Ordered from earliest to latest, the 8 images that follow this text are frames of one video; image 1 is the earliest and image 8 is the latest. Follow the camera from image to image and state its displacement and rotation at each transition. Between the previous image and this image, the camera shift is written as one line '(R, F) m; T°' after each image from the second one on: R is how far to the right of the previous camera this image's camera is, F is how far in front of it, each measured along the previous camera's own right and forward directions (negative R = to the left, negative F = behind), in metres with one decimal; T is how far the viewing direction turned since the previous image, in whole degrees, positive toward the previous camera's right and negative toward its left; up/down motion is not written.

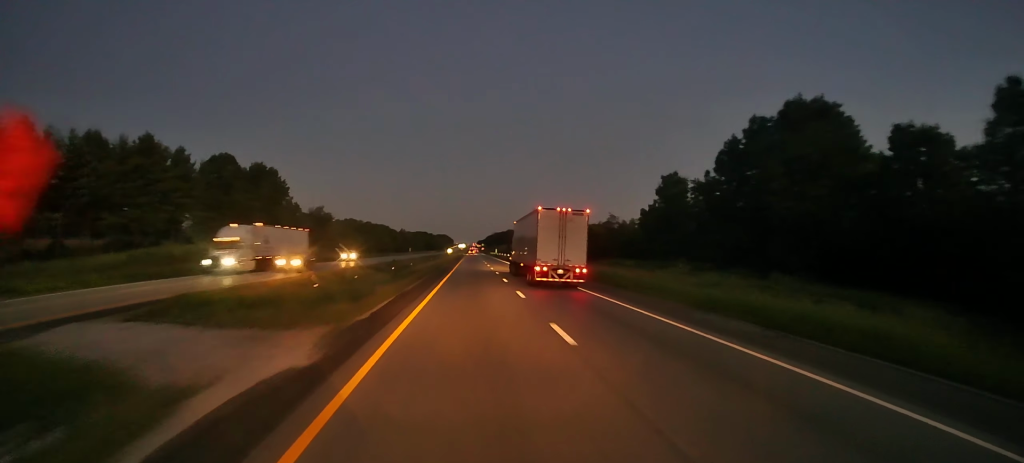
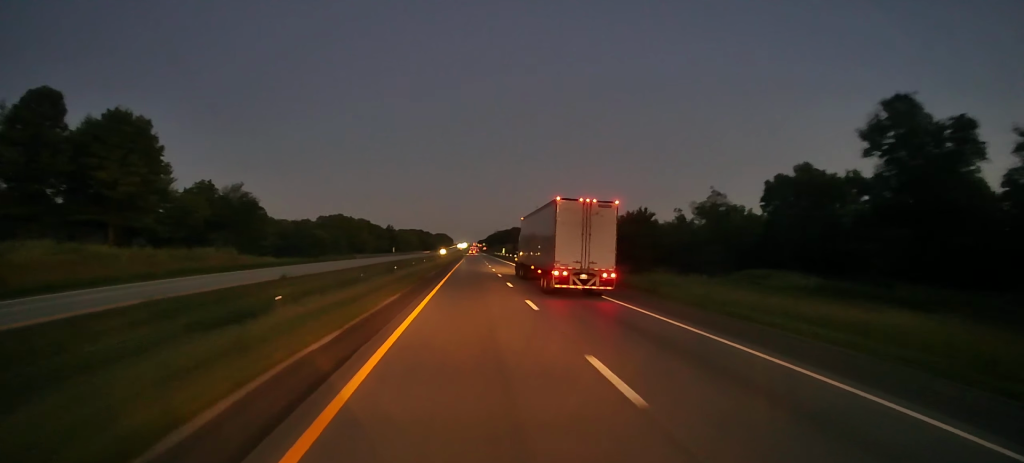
(-0.1, +53.6) m; 0°
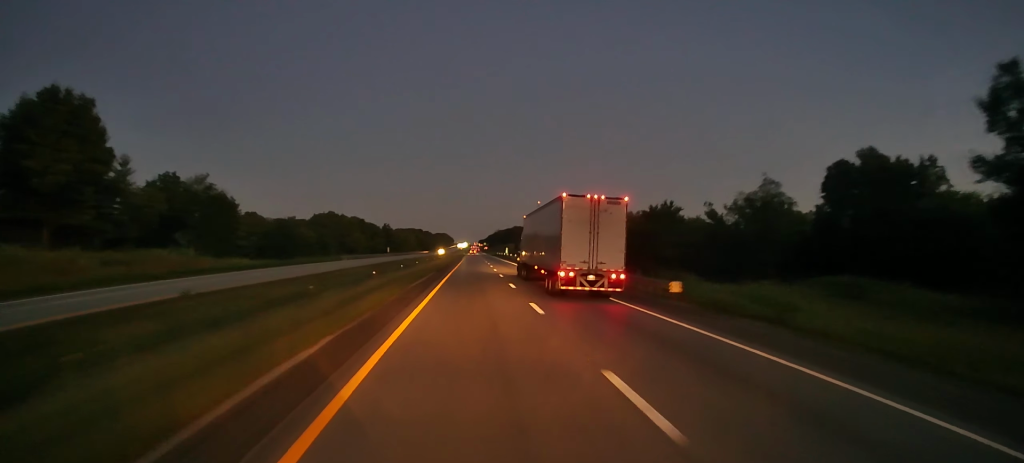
(0.0, +13.6) m; 0°
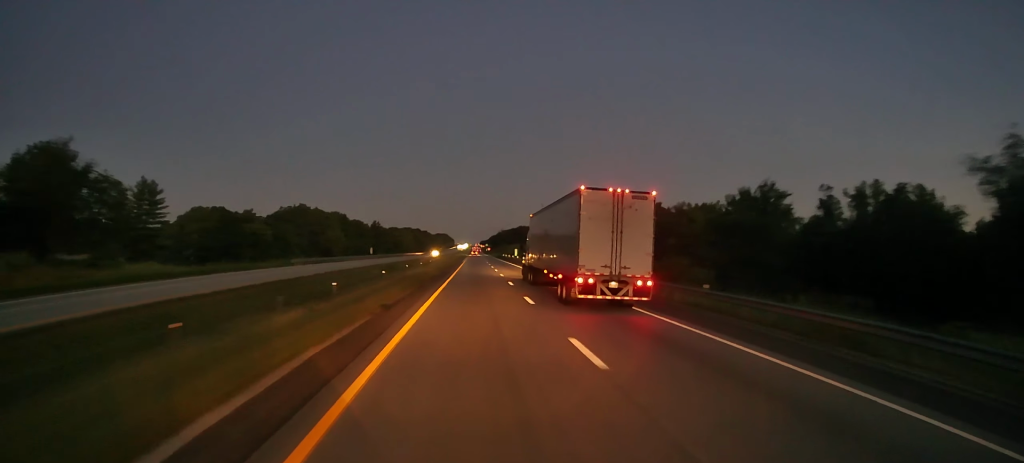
(0.0, +32.3) m; 0°
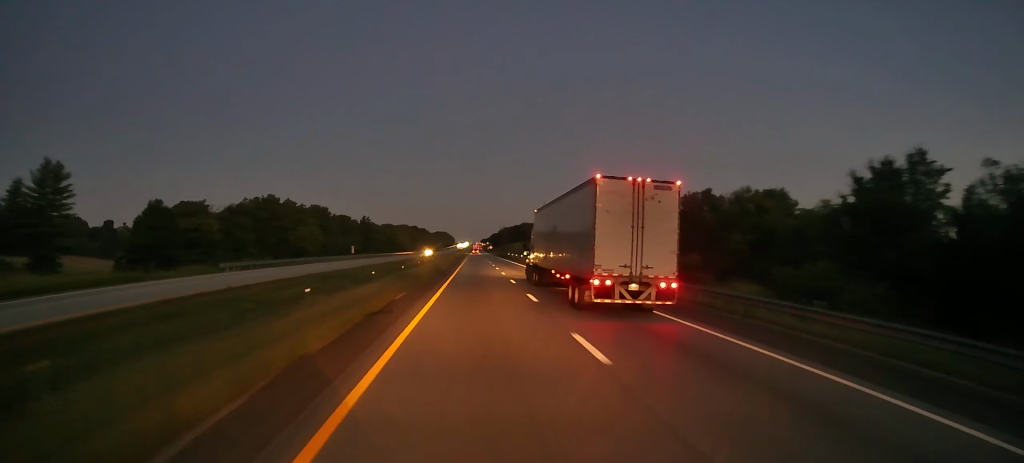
(0.0, +23.8) m; 0°
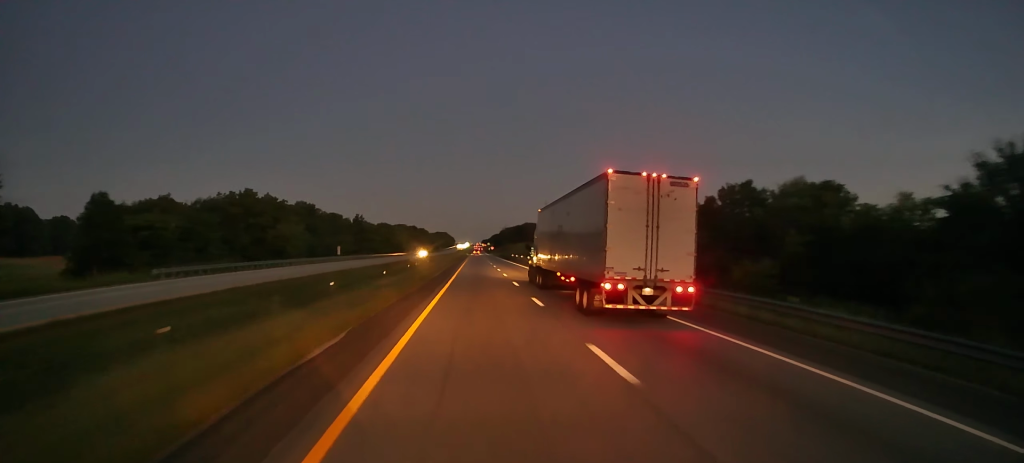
(+0.1, +13.4) m; 0°
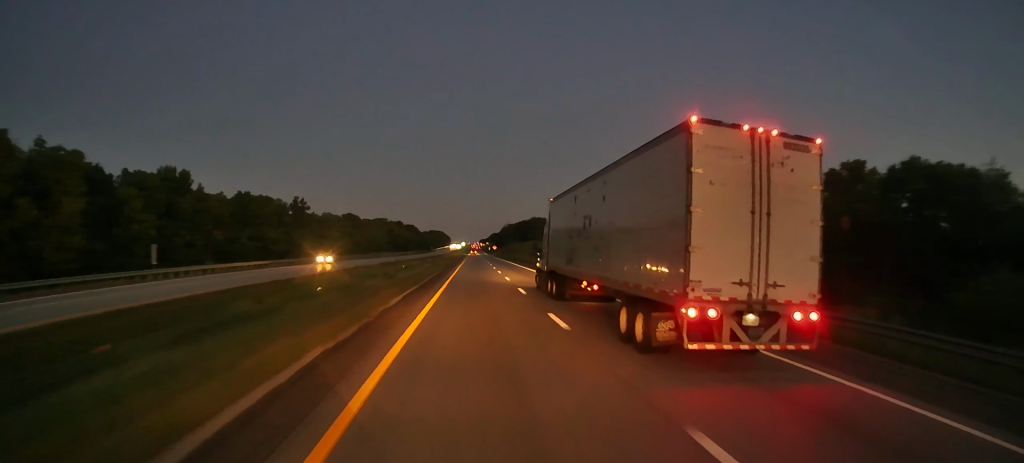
(-0.1, +65.8) m; 0°
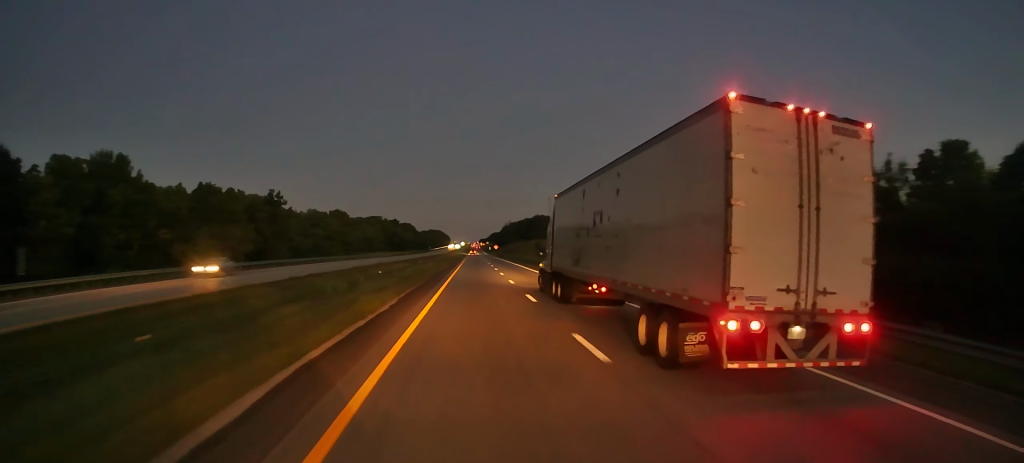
(0.0, +16.4) m; 0°
